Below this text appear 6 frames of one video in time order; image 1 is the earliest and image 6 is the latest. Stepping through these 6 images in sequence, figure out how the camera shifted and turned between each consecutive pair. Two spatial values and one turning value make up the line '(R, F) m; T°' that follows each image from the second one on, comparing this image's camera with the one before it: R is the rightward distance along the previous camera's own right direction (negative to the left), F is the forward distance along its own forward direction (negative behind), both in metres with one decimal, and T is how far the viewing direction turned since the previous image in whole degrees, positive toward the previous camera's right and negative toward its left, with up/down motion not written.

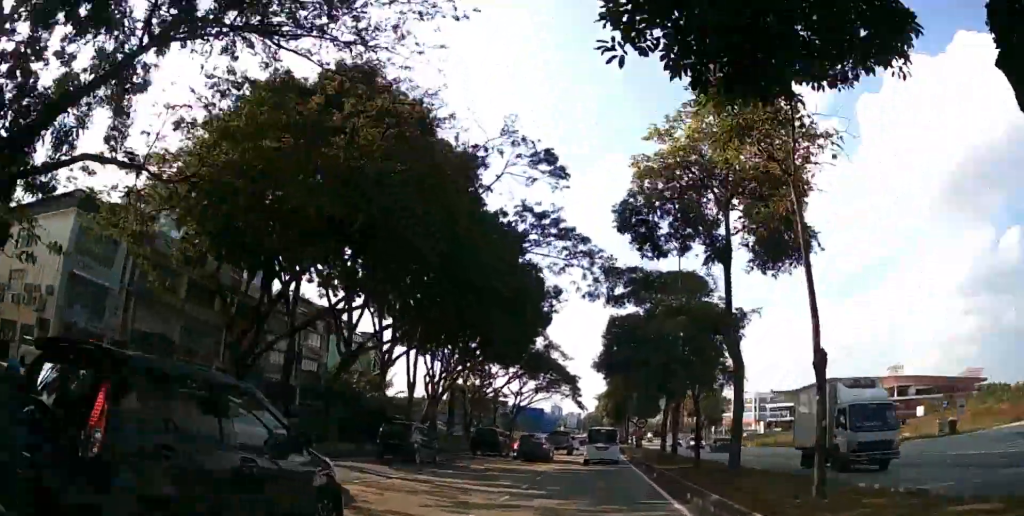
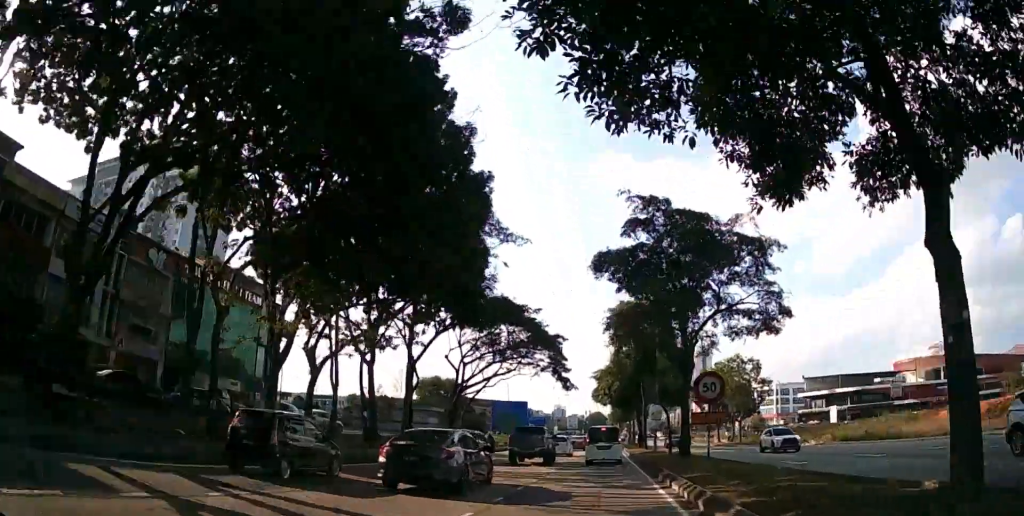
(+0.9, +28.3) m; +2°
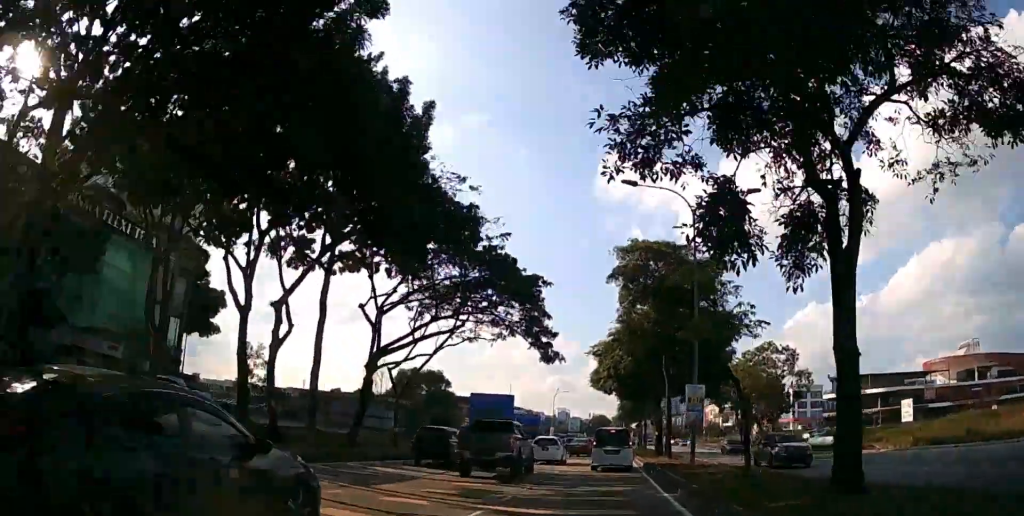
(-0.4, +16.7) m; -2°
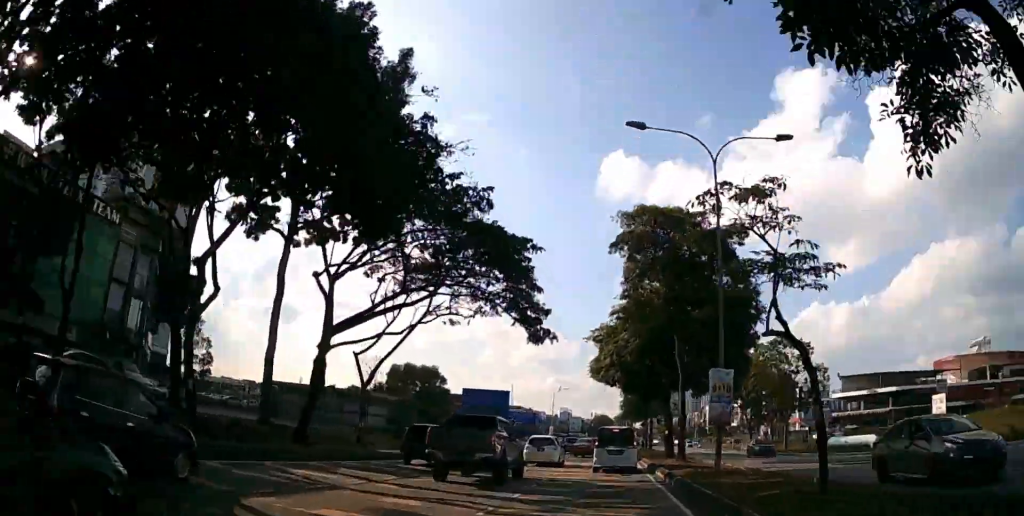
(0.0, +5.1) m; 0°
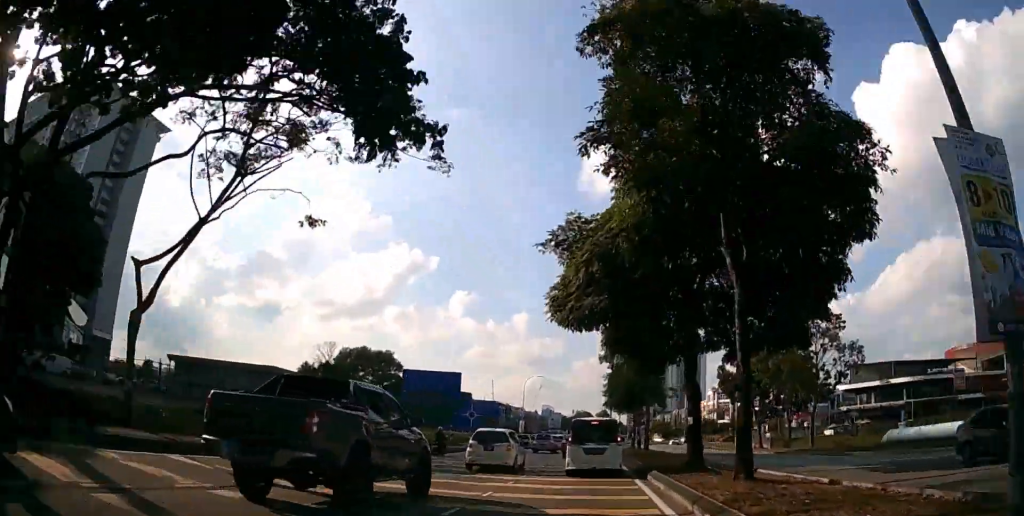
(+0.2, +15.5) m; +1°
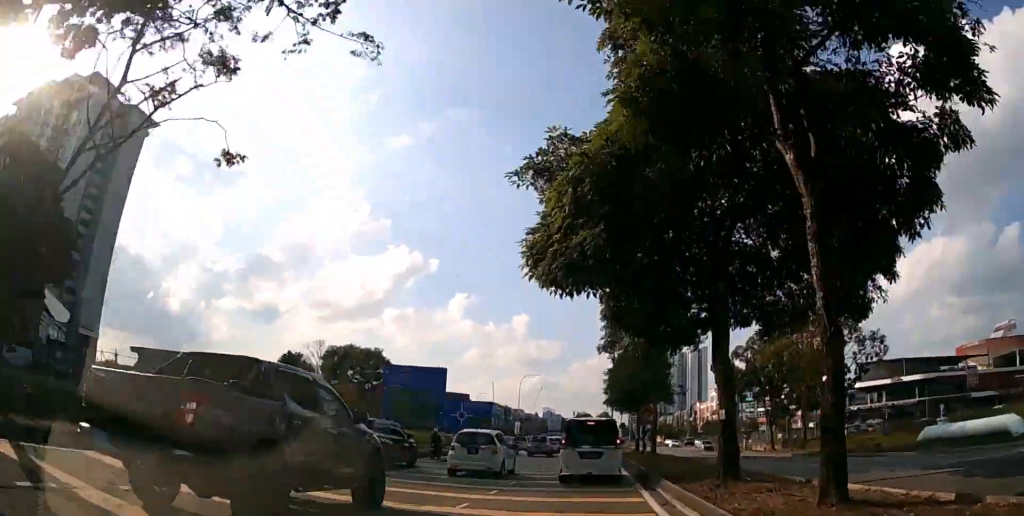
(0.0, +4.9) m; 0°
